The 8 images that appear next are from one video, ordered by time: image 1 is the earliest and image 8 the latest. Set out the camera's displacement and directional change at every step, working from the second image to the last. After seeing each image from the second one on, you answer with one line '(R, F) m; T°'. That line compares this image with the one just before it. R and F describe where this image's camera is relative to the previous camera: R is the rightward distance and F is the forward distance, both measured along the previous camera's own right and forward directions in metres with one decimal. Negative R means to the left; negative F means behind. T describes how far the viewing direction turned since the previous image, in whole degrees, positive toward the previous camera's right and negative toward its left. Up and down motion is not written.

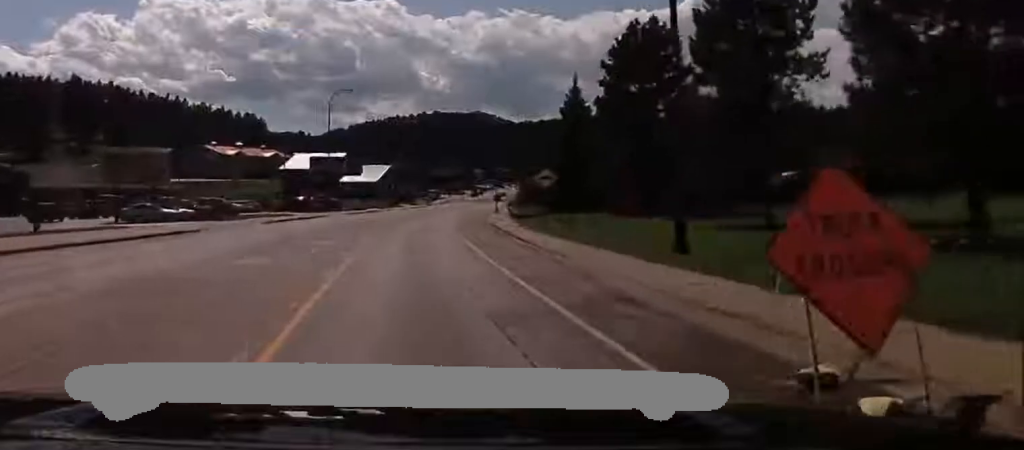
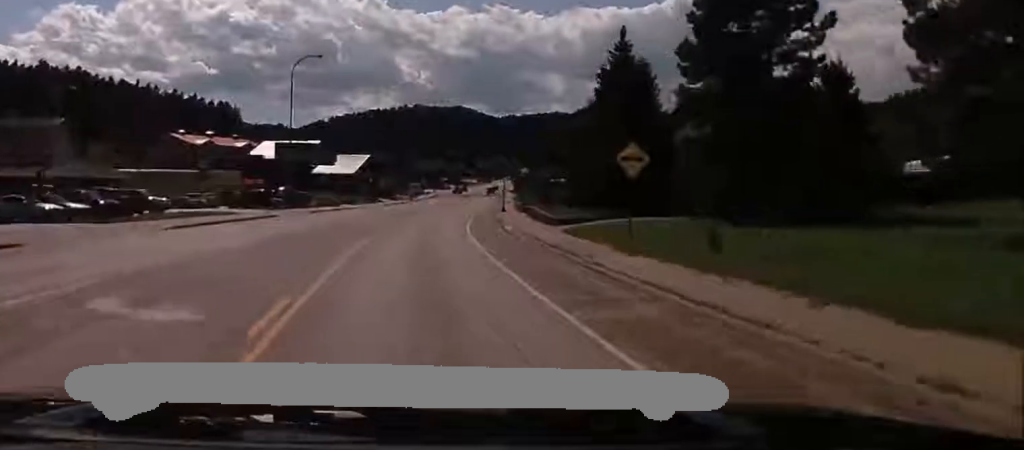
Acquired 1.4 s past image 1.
(+0.3, +23.5) m; 0°
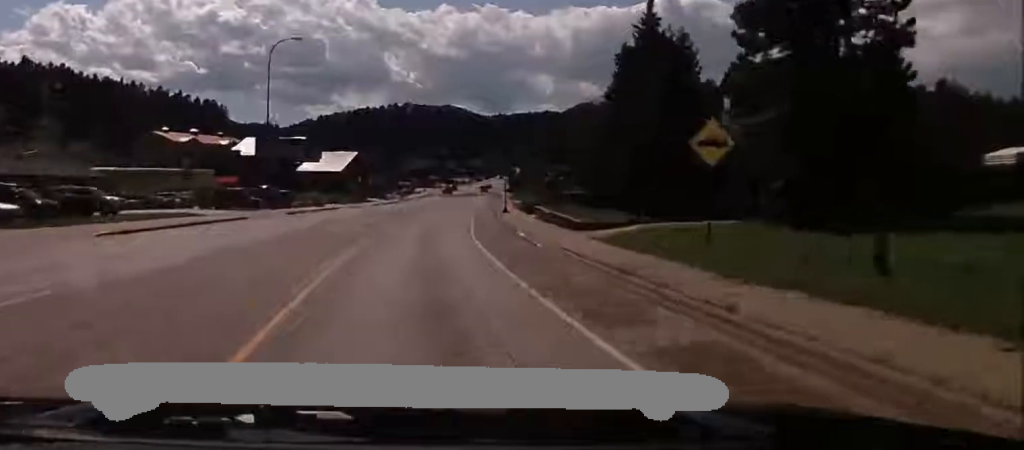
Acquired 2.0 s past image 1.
(-0.1, +9.9) m; 0°
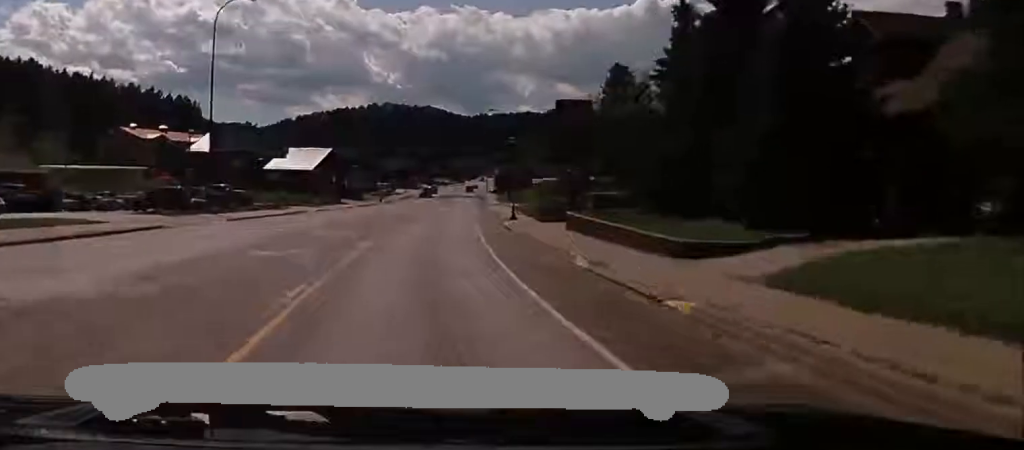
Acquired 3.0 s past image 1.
(+0.1, +16.1) m; +2°
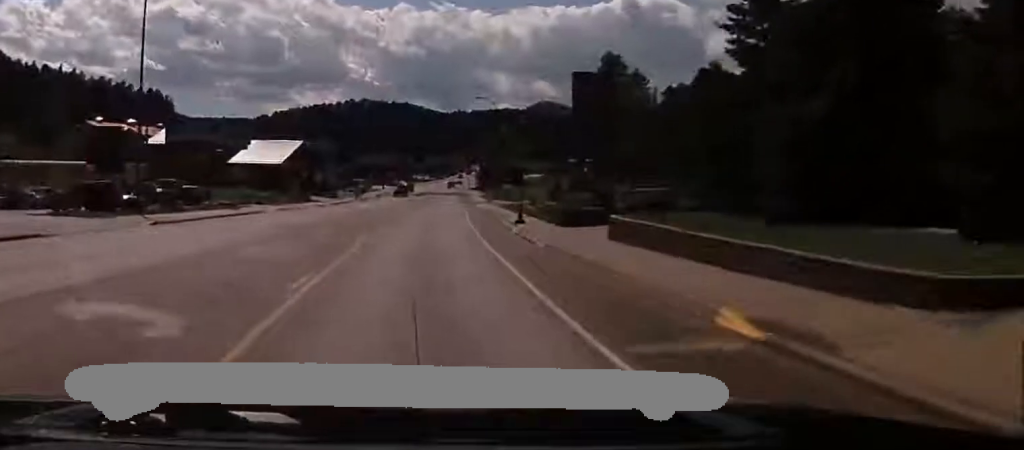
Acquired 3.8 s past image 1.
(+0.3, +12.0) m; +1°
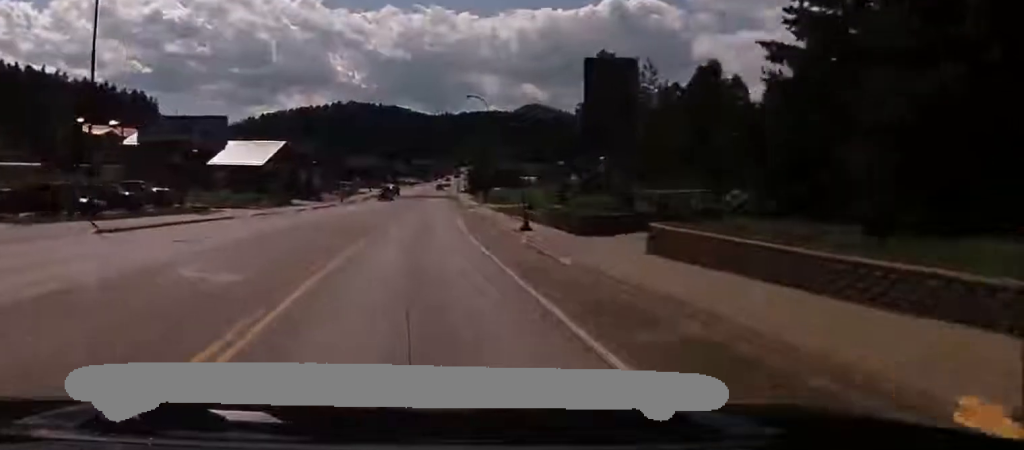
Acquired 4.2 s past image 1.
(+0.2, +5.9) m; 0°
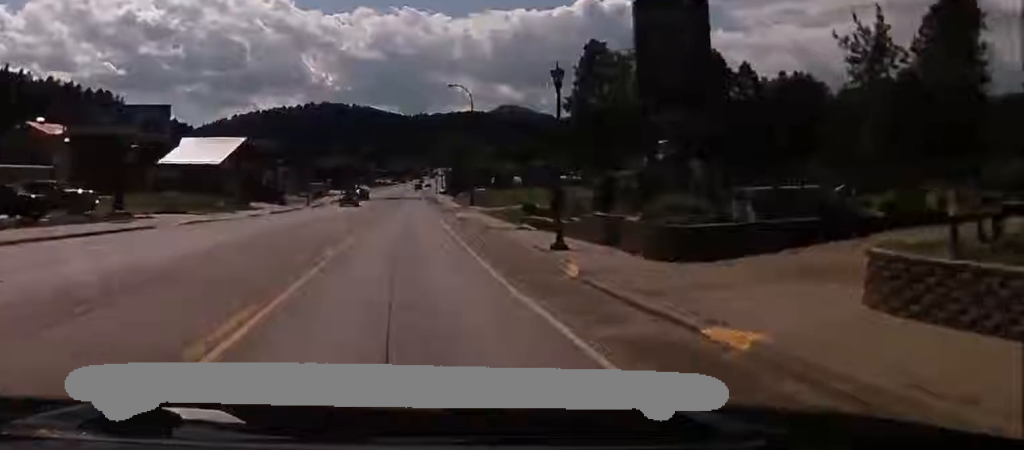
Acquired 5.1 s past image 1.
(-0.3, +12.2) m; +2°
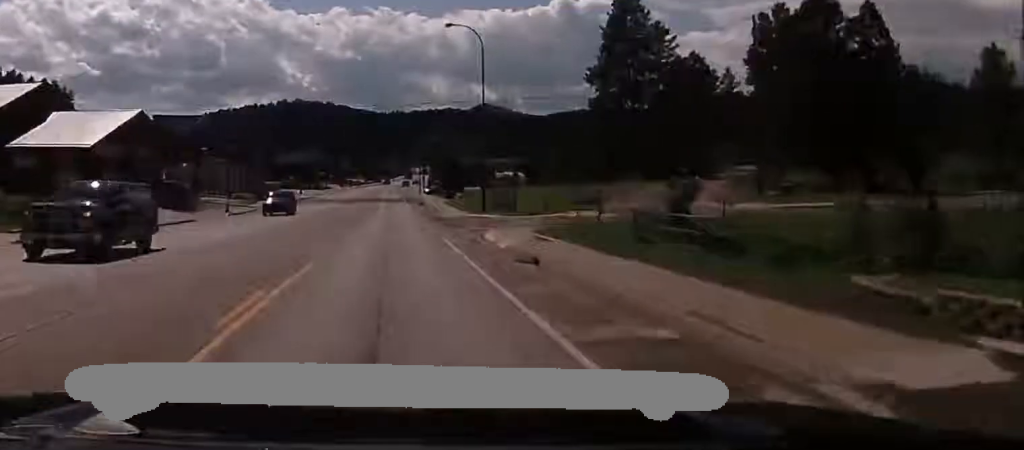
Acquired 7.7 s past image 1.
(+2.0, +35.6) m; +3°
